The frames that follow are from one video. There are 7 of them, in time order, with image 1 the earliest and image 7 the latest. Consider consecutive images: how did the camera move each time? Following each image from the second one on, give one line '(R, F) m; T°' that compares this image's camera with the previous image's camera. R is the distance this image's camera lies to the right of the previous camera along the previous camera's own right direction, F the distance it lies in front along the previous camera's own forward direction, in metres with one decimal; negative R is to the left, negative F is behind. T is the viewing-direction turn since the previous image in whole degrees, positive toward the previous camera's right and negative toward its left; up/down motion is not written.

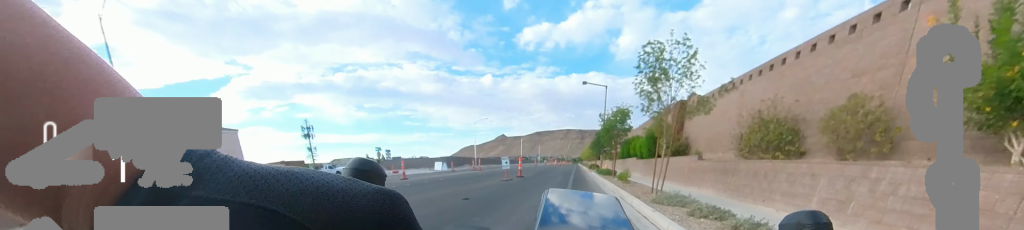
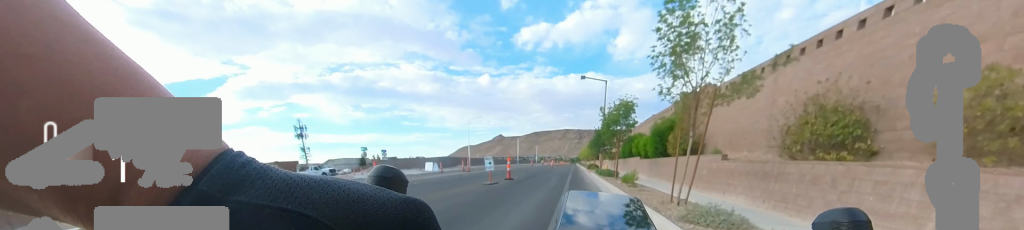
(0.0, +2.2) m; 0°
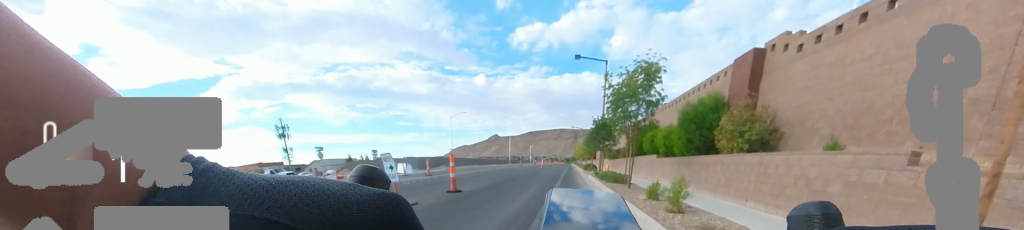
(0.0, +6.0) m; 0°
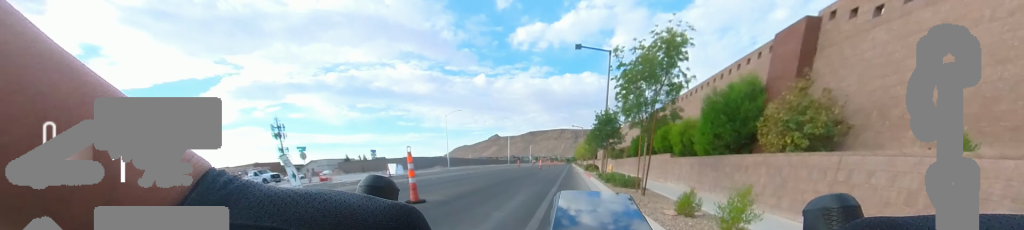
(0.0, +2.3) m; 0°
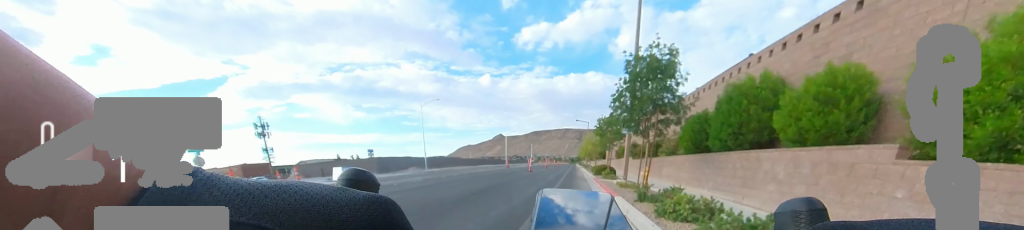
(-0.4, +9.7) m; -13°
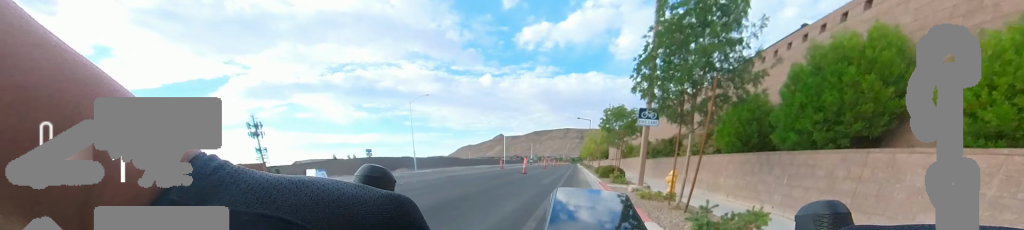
(-0.4, +3.3) m; 0°
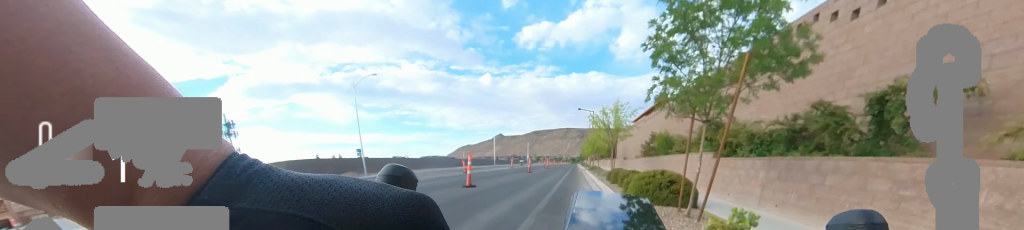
(+1.3, +10.3) m; +12°
